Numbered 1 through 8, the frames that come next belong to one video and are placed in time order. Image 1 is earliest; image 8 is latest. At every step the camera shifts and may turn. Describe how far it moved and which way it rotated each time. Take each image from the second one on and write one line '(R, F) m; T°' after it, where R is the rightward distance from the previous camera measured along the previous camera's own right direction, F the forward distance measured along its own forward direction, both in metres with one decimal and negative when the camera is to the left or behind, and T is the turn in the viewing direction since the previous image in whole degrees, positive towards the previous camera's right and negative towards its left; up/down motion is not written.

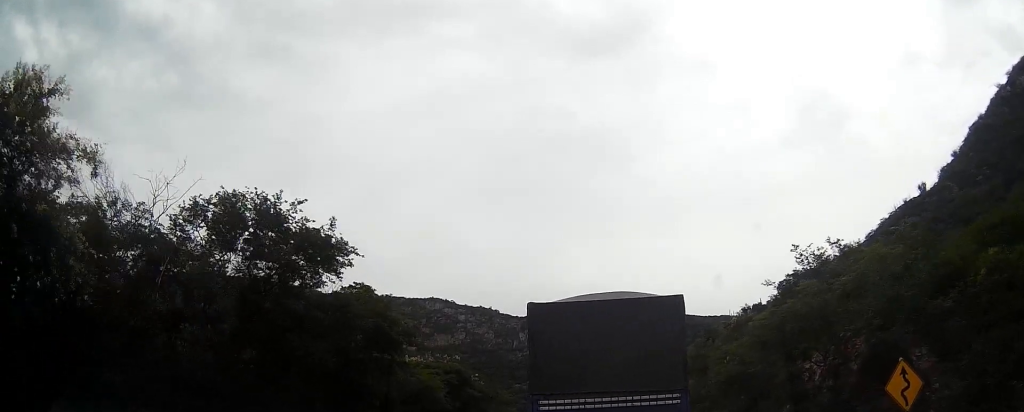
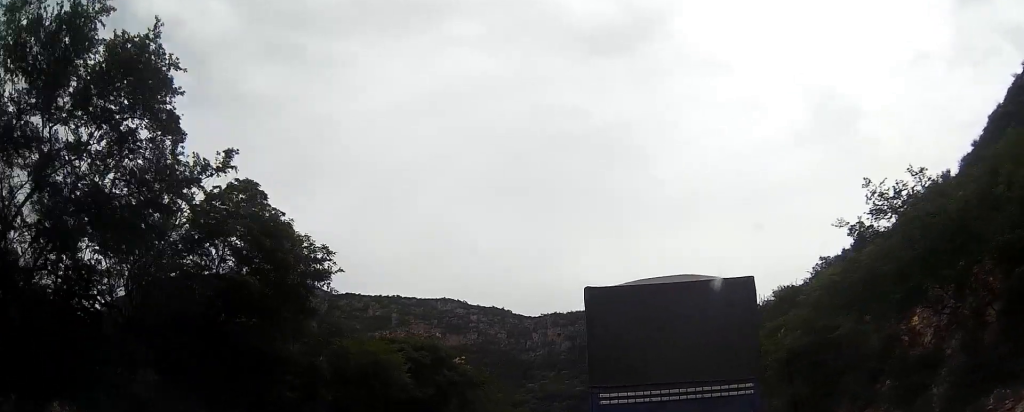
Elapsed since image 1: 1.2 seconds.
(0.0, +8.1) m; -1°
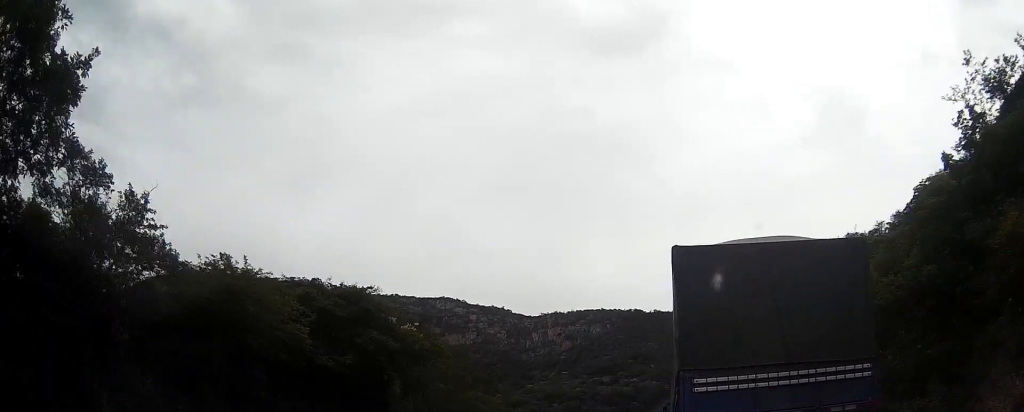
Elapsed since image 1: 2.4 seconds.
(-0.2, +8.6) m; -1°
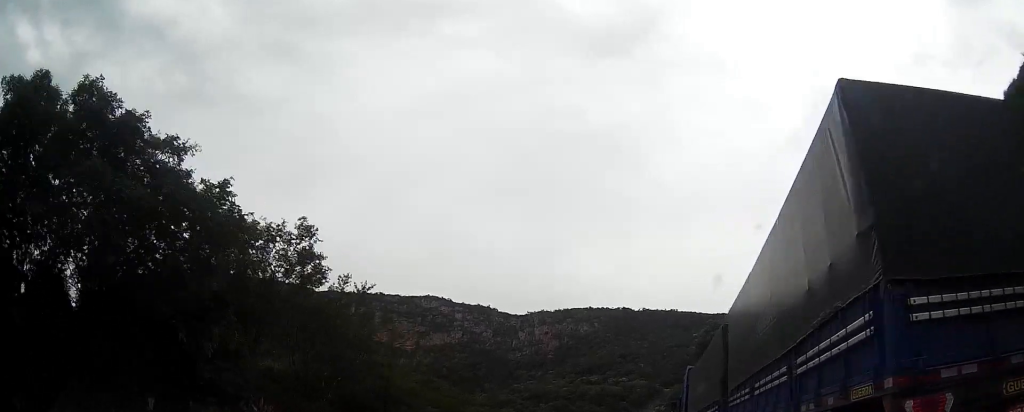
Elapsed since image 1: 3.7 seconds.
(+0.1, +9.5) m; +1°
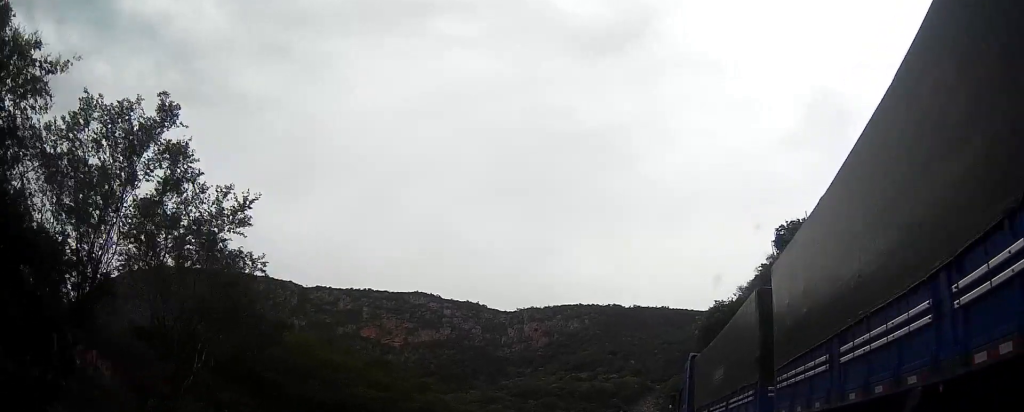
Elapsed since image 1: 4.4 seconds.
(0.0, +5.9) m; +1°
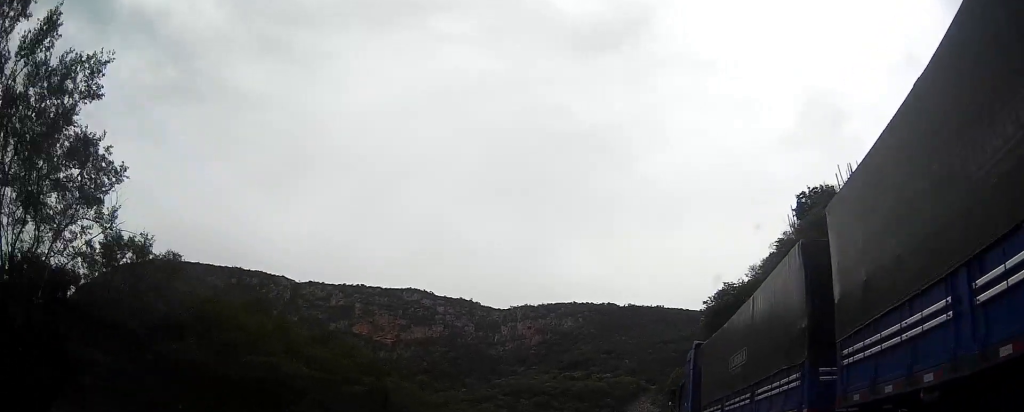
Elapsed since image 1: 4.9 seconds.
(0.0, +4.6) m; 0°
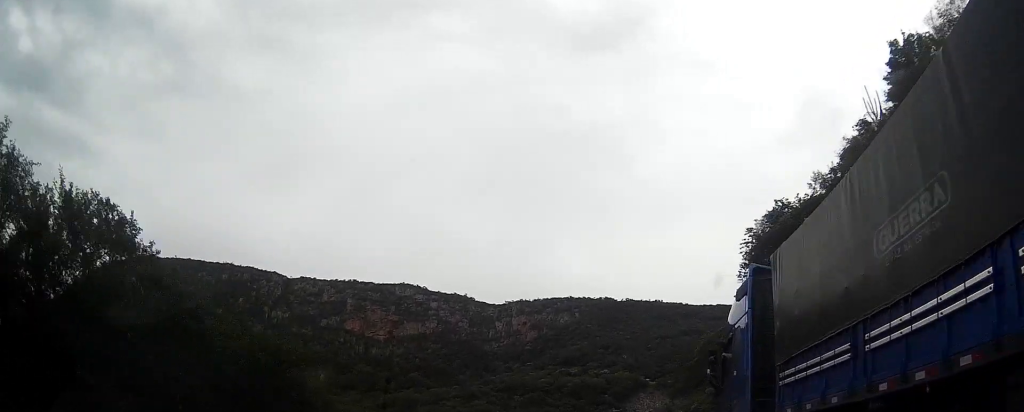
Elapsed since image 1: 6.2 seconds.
(+0.1, +12.0) m; +1°
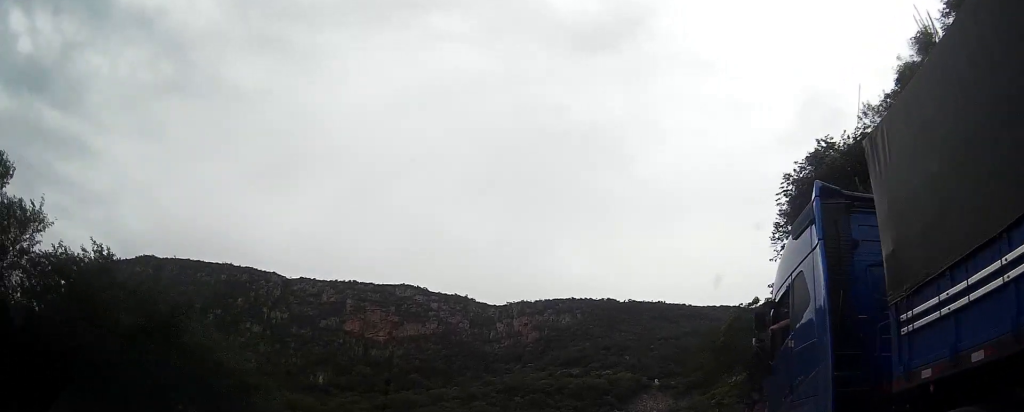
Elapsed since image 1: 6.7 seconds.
(0.0, +5.6) m; 0°
